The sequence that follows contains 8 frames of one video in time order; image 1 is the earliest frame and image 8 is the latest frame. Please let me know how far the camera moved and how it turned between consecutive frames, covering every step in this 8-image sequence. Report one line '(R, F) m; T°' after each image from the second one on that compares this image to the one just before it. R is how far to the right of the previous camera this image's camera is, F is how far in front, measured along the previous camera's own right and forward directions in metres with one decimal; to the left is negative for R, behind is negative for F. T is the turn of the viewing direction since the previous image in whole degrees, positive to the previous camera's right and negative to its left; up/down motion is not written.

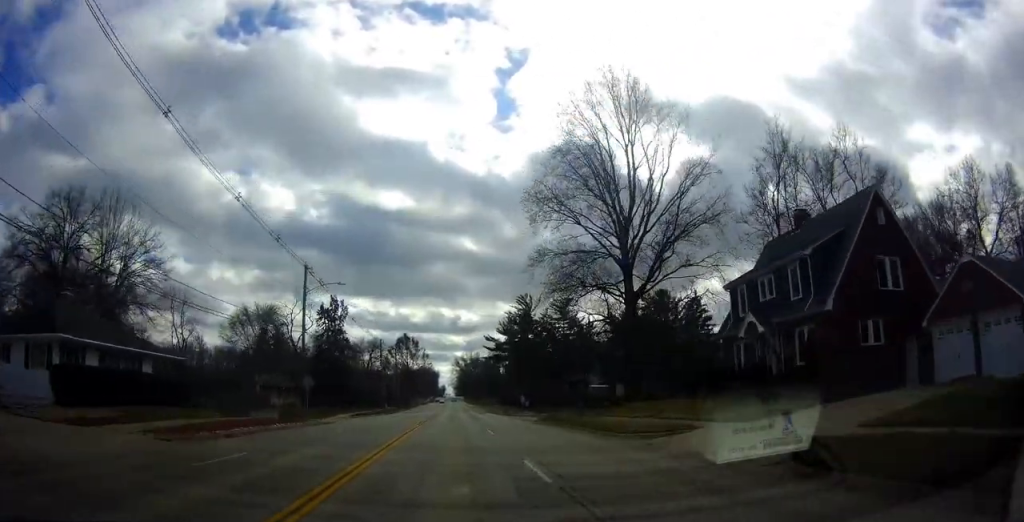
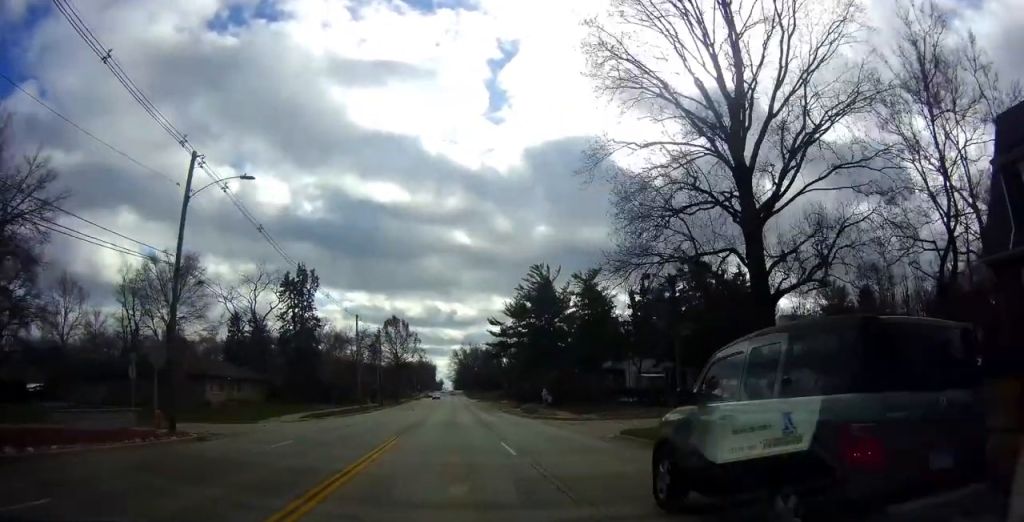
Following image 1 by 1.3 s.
(0.0, +20.1) m; 0°
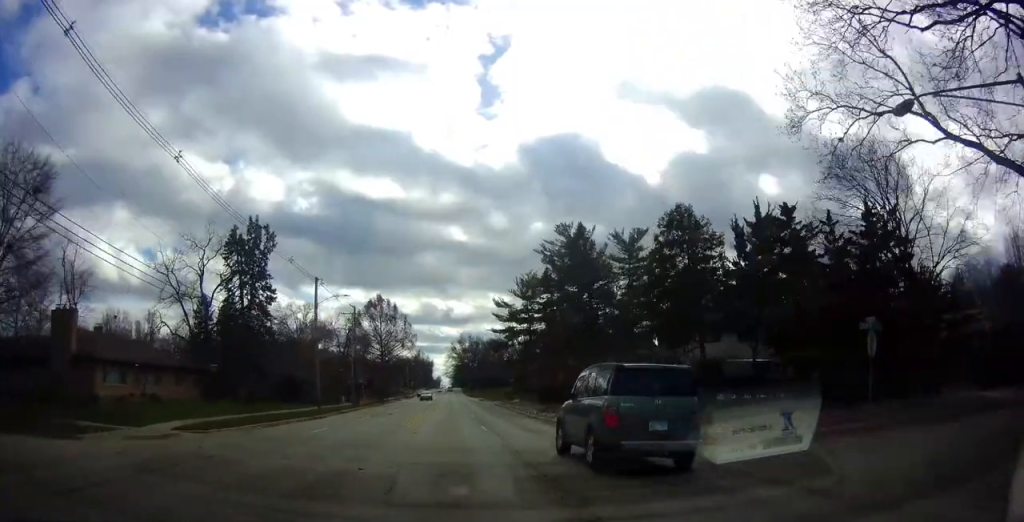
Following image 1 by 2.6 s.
(0.0, +19.4) m; 0°
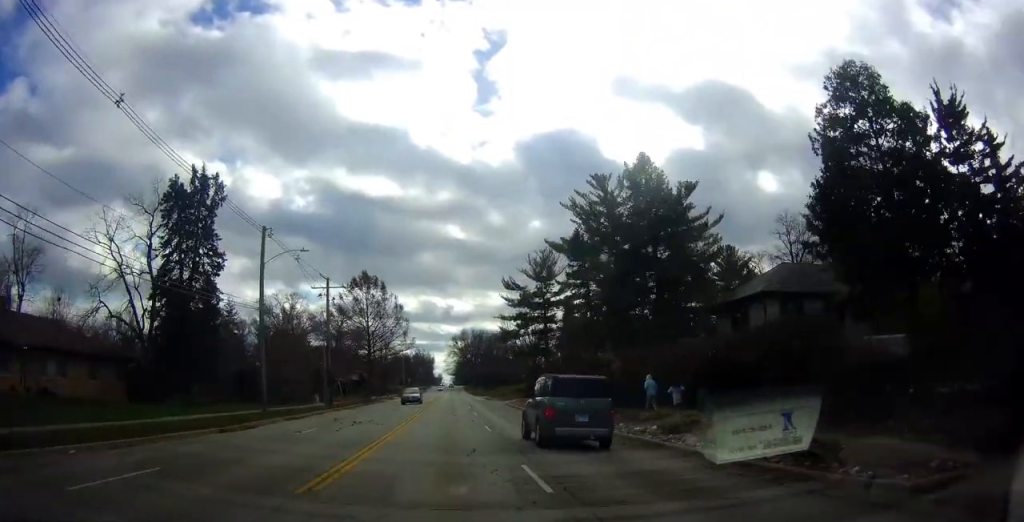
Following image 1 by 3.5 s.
(0.0, +14.5) m; 0°
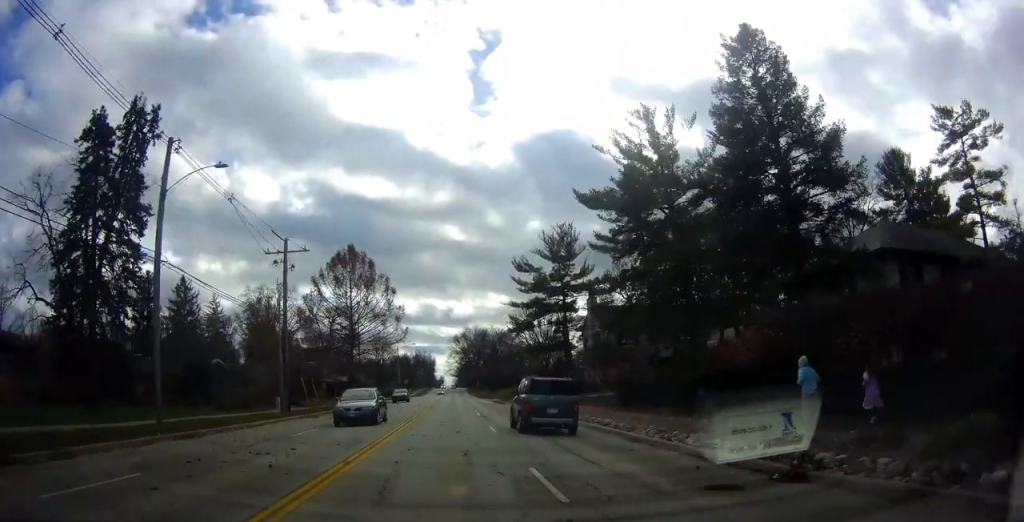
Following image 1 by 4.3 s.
(0.0, +12.4) m; 0°
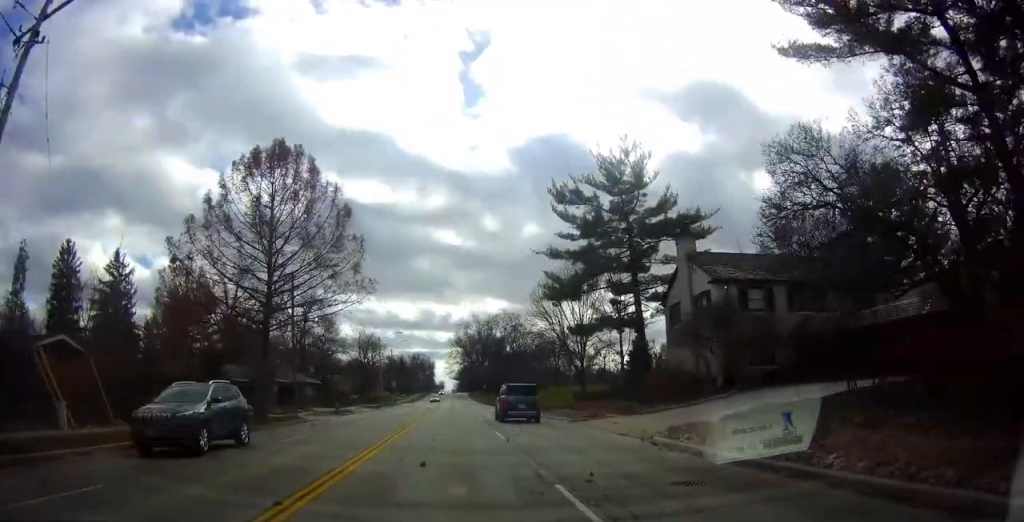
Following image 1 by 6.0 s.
(0.0, +26.1) m; 0°
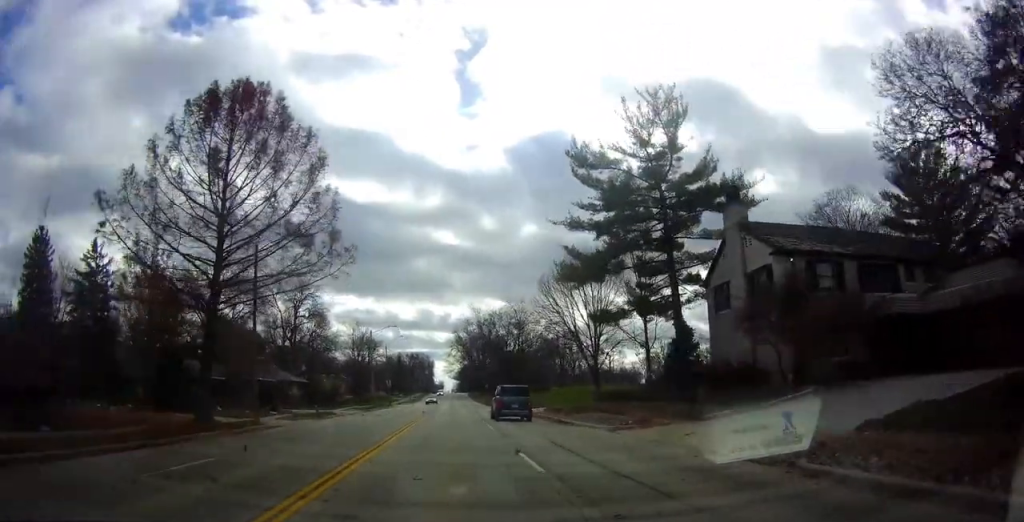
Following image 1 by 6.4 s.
(0.0, +7.2) m; 0°
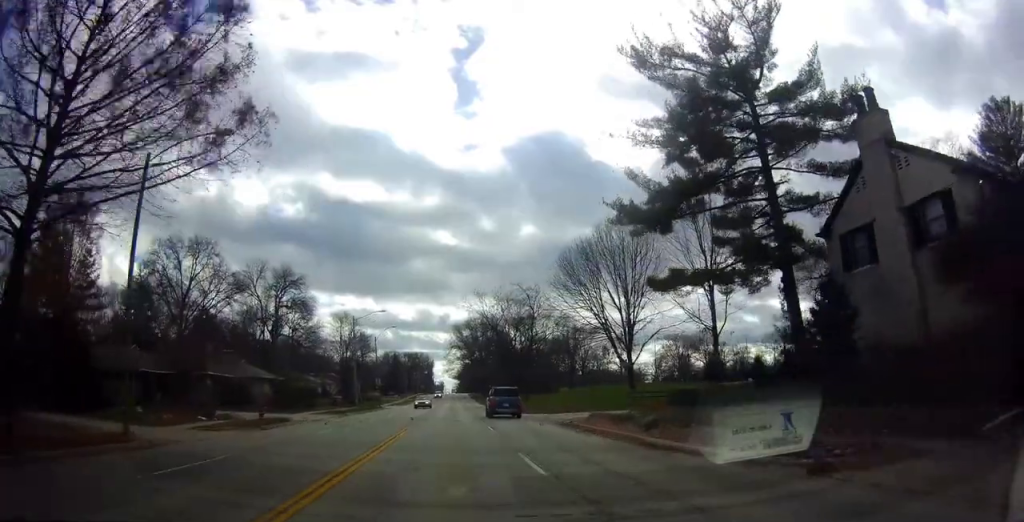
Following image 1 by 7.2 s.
(0.0, +12.1) m; 0°
